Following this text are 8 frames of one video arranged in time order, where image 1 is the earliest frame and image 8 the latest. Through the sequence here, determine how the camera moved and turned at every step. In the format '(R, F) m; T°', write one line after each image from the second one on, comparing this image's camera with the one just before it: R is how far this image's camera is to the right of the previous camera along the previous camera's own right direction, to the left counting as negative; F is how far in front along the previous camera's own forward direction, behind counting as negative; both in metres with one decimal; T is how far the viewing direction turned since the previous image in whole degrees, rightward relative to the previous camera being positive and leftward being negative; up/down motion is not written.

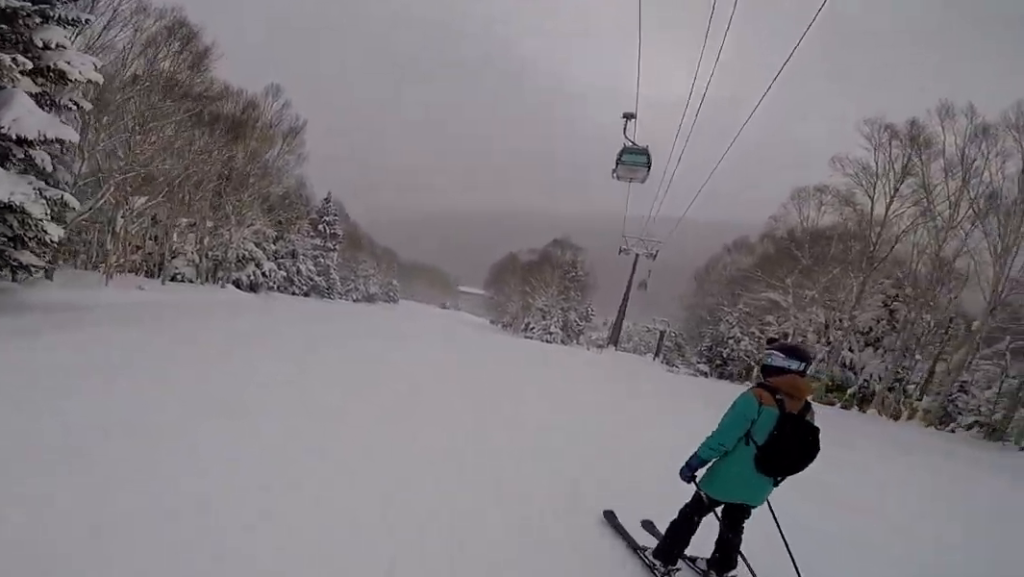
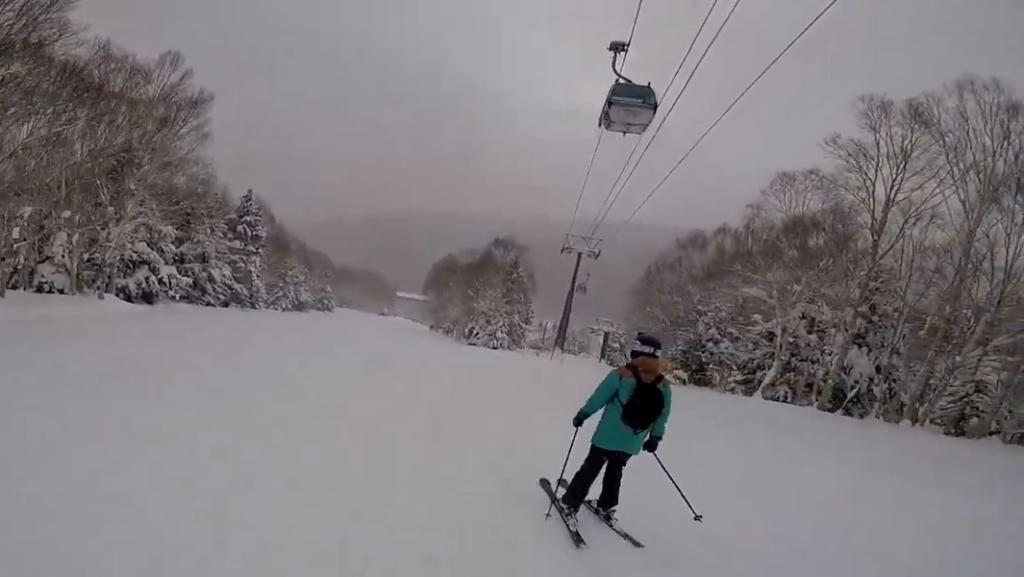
(+0.3, +5.1) m; +4°
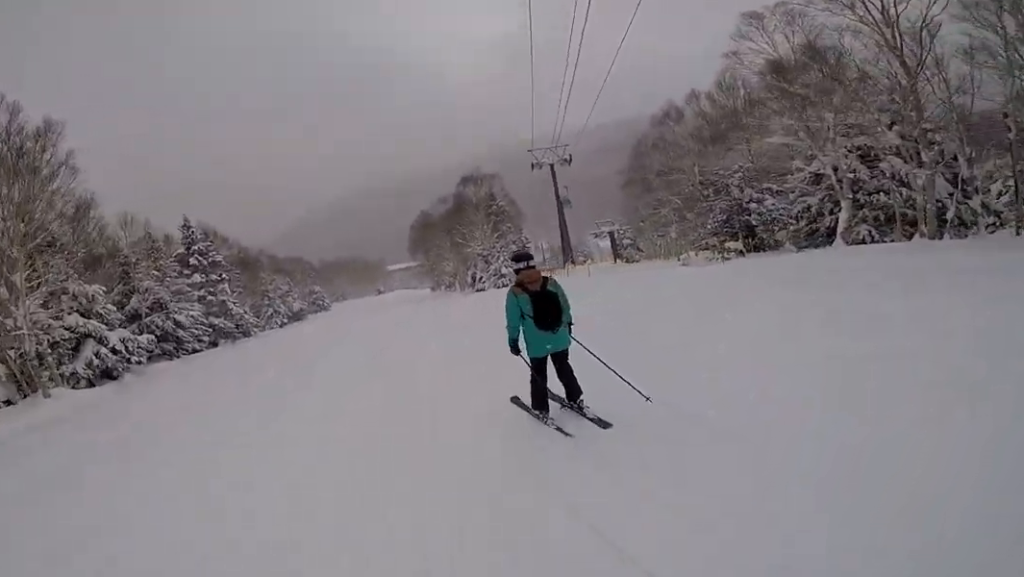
(0.0, +4.2) m; 0°
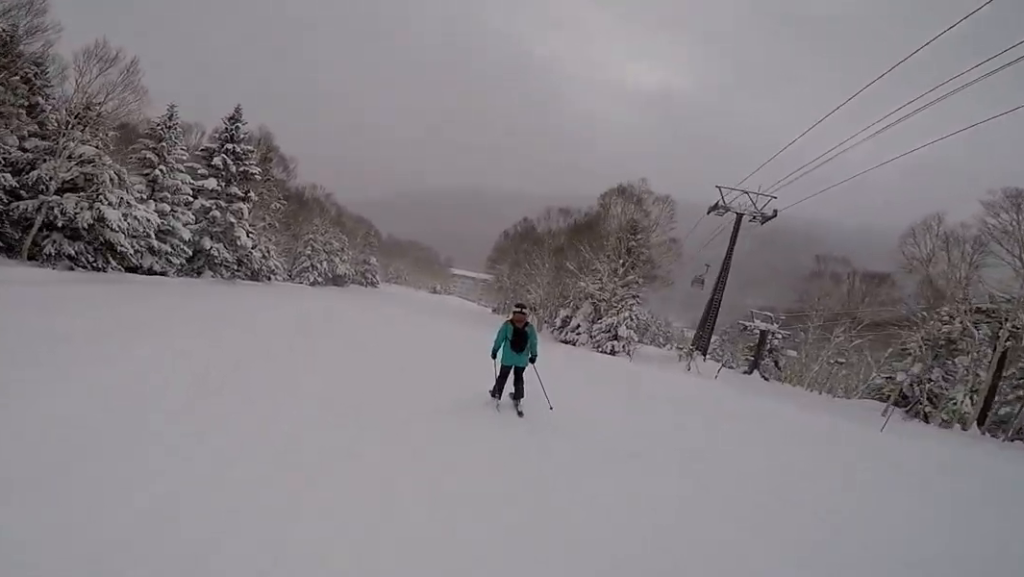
(-1.0, +15.1) m; -4°
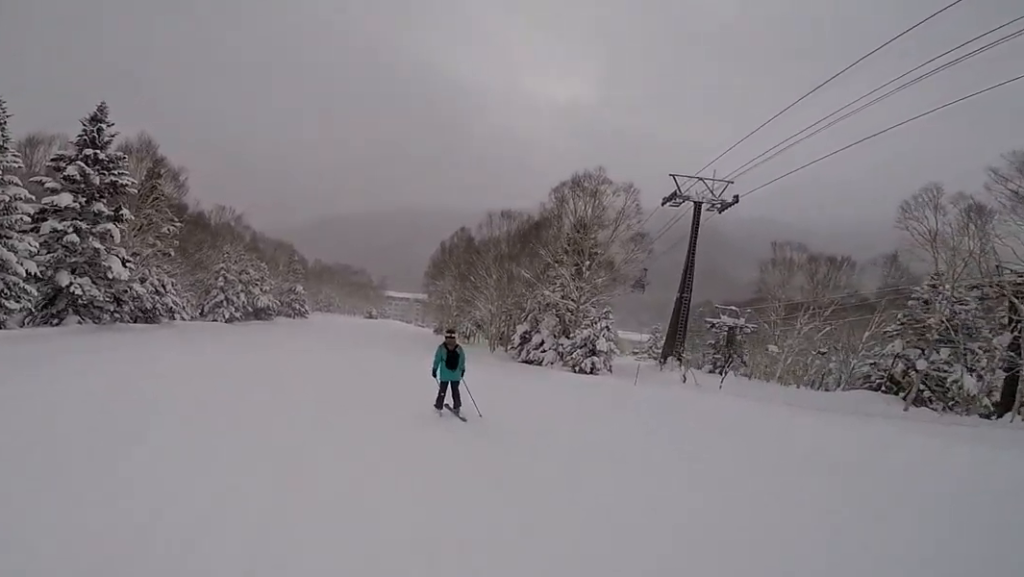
(+0.5, +6.9) m; +3°
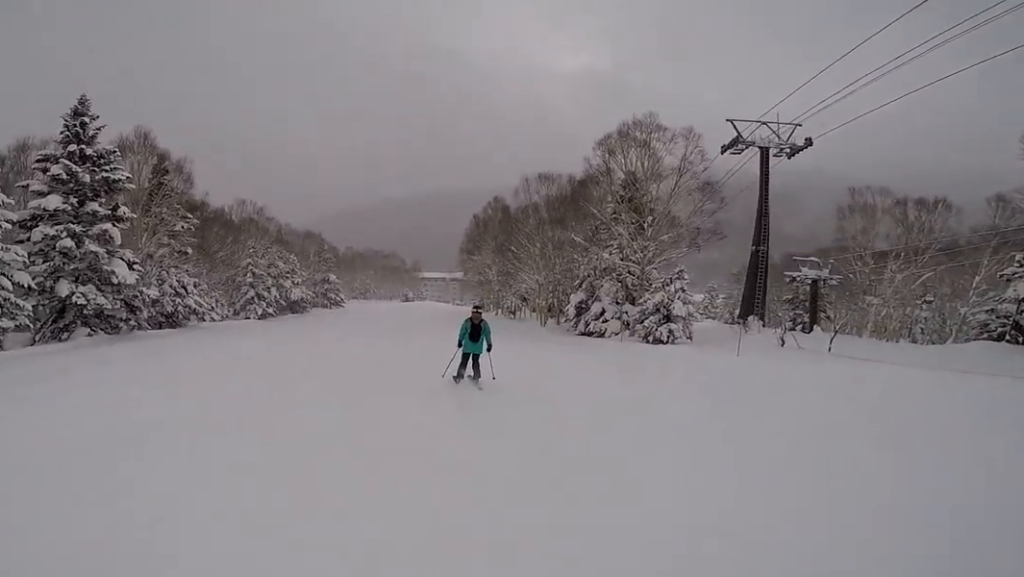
(0.0, +3.4) m; -2°
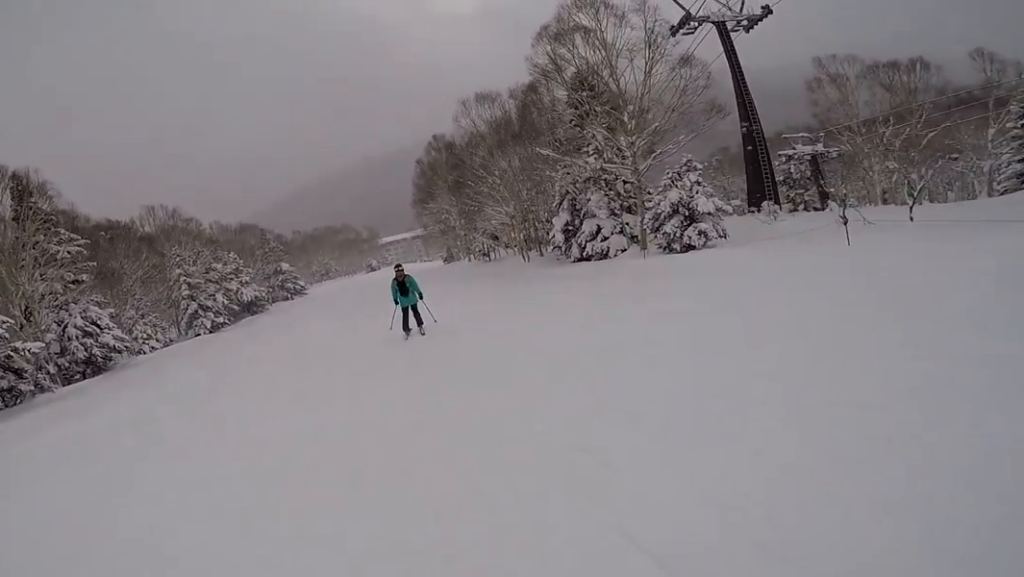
(-0.3, +6.1) m; -2°
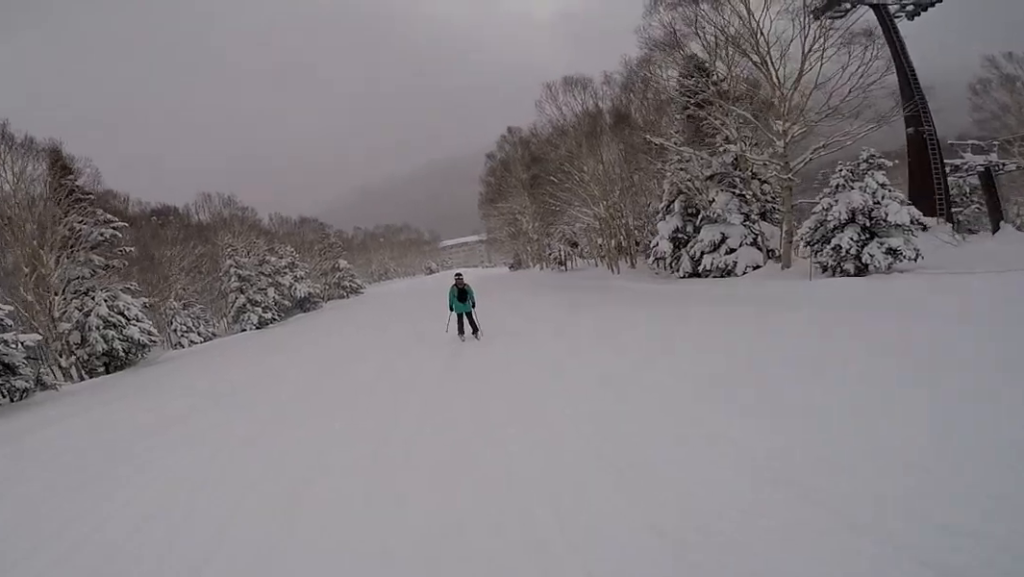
(-0.1, +4.7) m; 0°
